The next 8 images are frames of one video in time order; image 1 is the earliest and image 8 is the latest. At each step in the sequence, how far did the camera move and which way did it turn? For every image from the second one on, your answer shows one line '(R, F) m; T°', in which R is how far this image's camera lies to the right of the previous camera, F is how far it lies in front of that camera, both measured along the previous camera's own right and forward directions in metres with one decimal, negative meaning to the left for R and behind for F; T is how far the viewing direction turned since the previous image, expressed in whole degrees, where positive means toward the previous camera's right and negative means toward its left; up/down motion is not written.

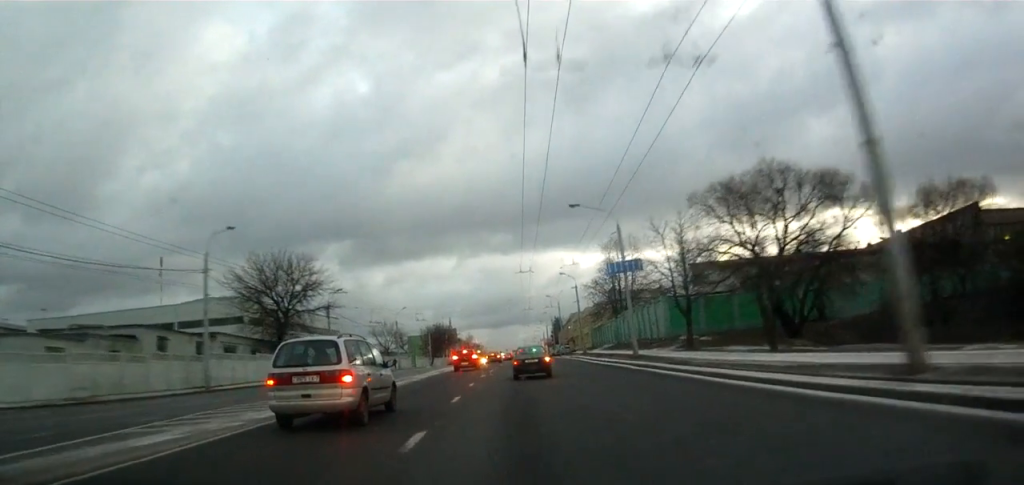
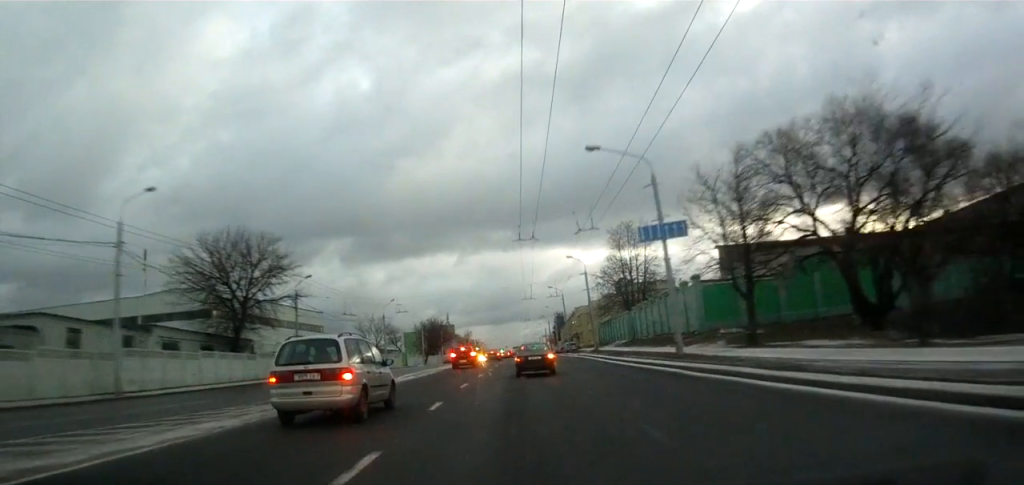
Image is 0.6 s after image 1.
(0.0, +10.4) m; 0°
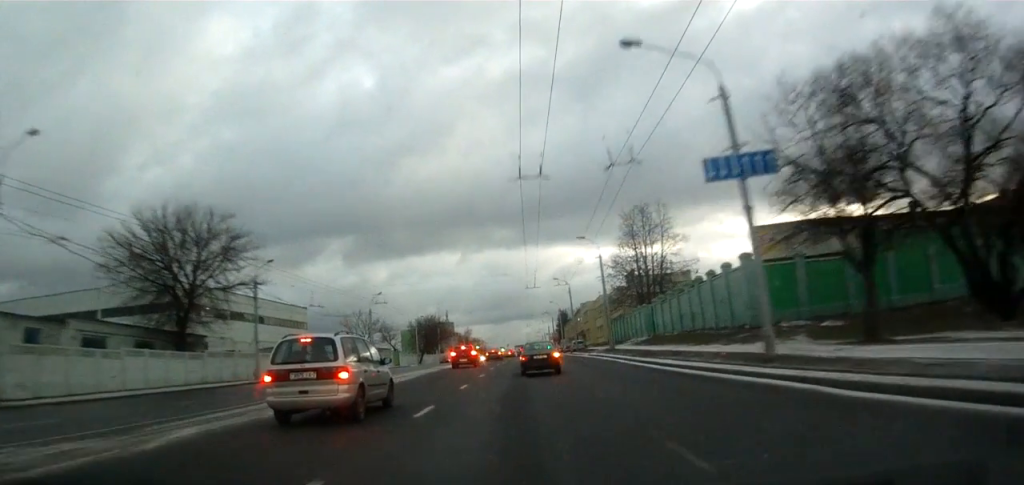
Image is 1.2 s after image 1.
(0.0, +9.8) m; 0°
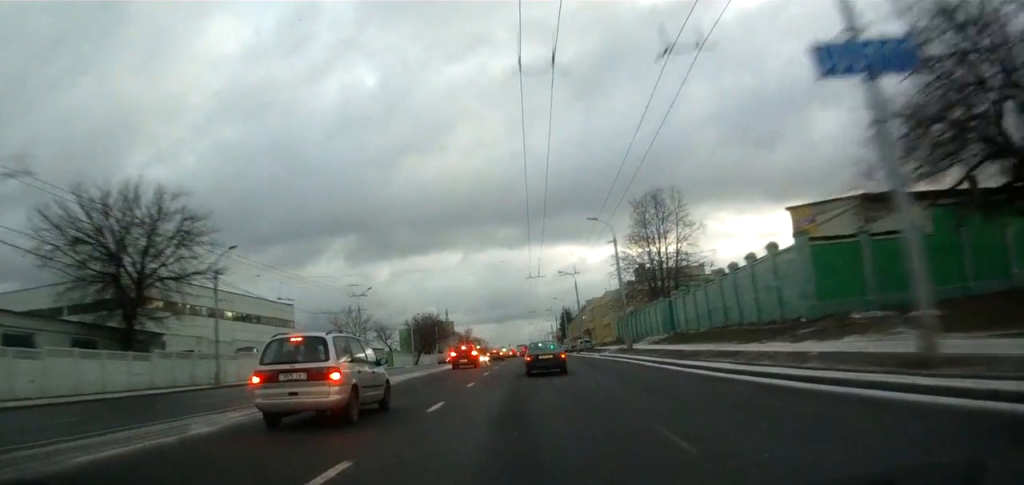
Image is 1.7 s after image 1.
(0.0, +7.2) m; -1°
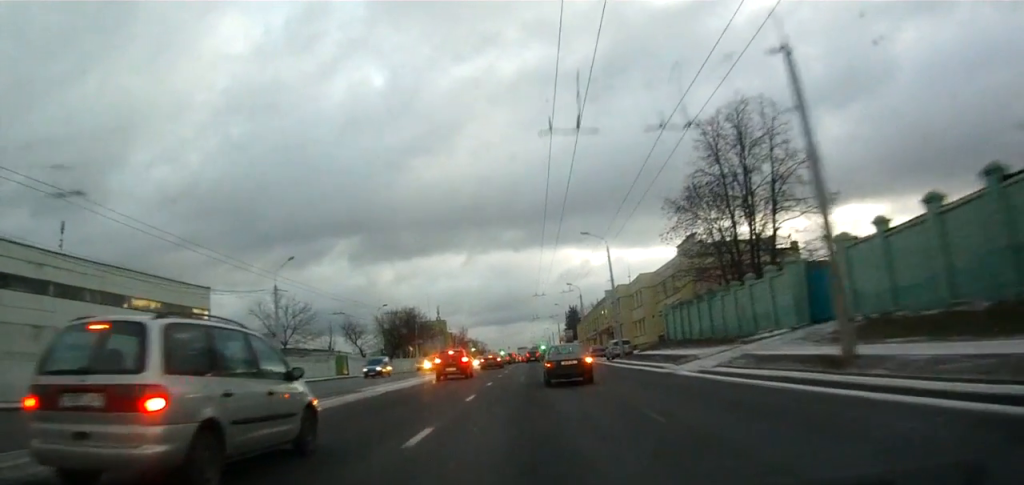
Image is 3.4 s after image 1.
(-0.7, +28.0) m; 0°
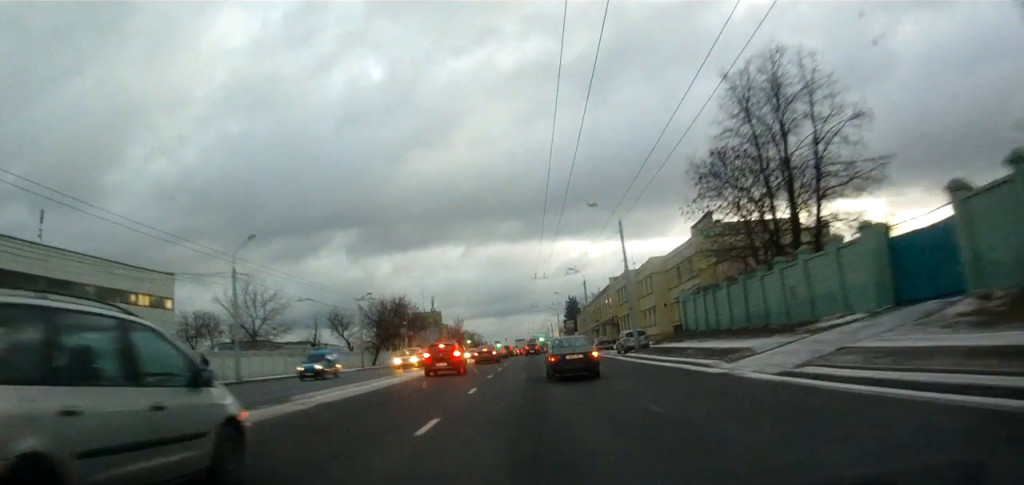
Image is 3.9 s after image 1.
(+0.5, +7.6) m; +1°
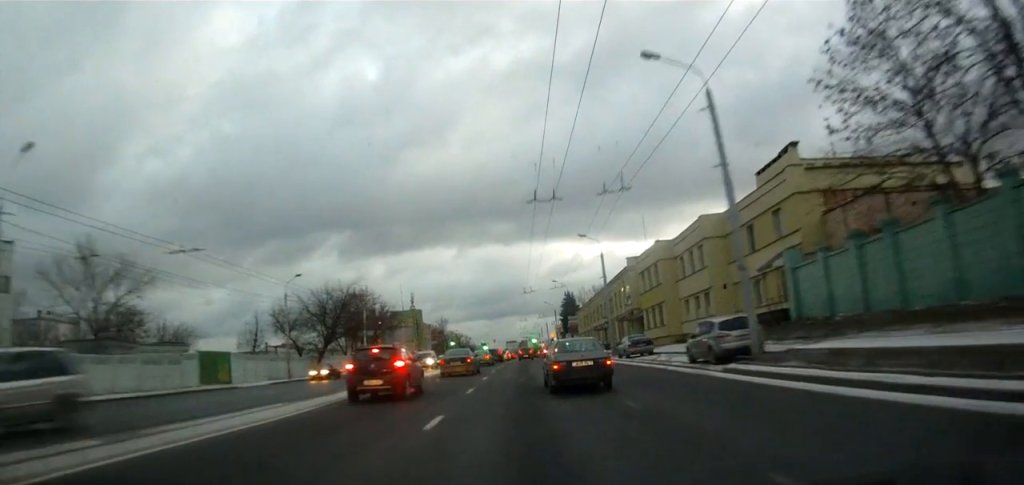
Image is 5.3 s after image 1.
(0.0, +22.1) m; 0°
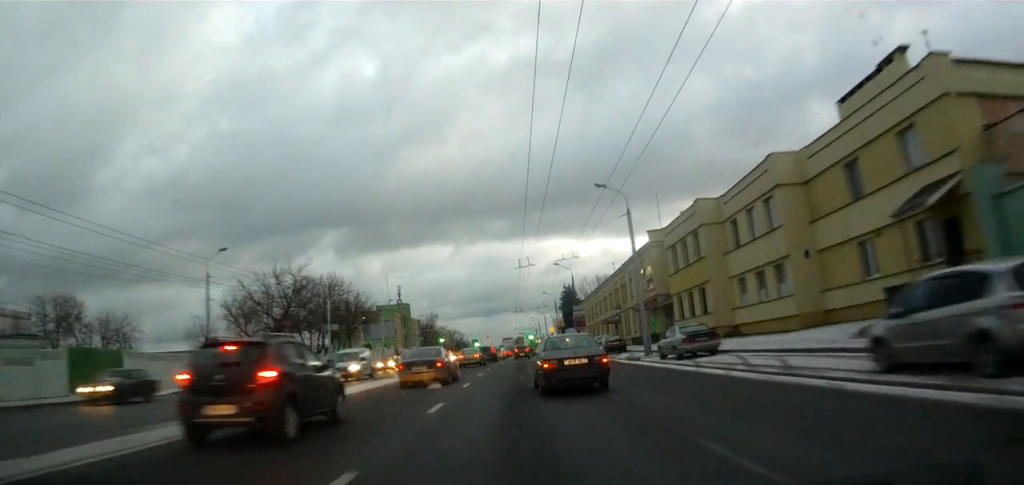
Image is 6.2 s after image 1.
(+0.3, +13.3) m; +1°
